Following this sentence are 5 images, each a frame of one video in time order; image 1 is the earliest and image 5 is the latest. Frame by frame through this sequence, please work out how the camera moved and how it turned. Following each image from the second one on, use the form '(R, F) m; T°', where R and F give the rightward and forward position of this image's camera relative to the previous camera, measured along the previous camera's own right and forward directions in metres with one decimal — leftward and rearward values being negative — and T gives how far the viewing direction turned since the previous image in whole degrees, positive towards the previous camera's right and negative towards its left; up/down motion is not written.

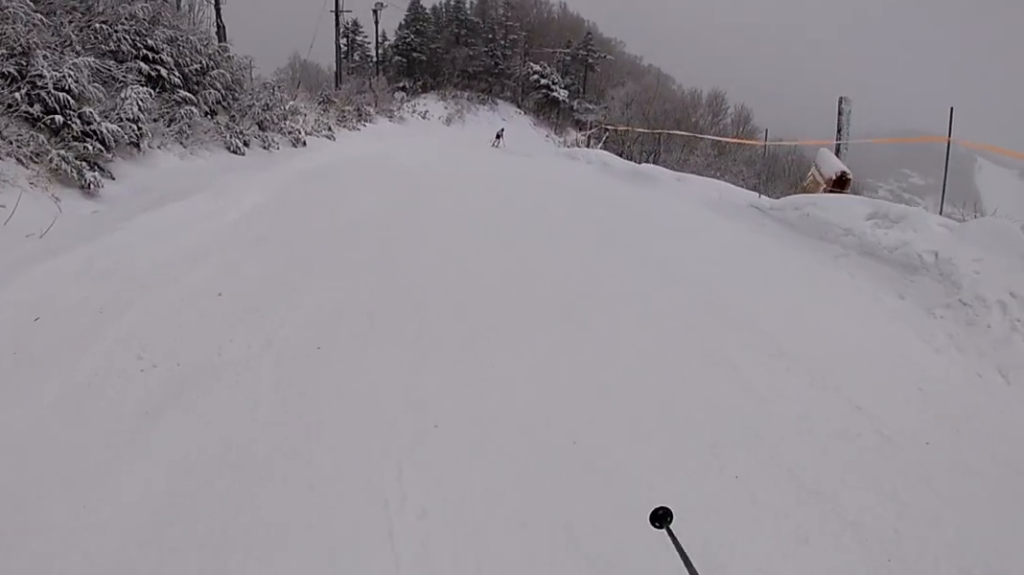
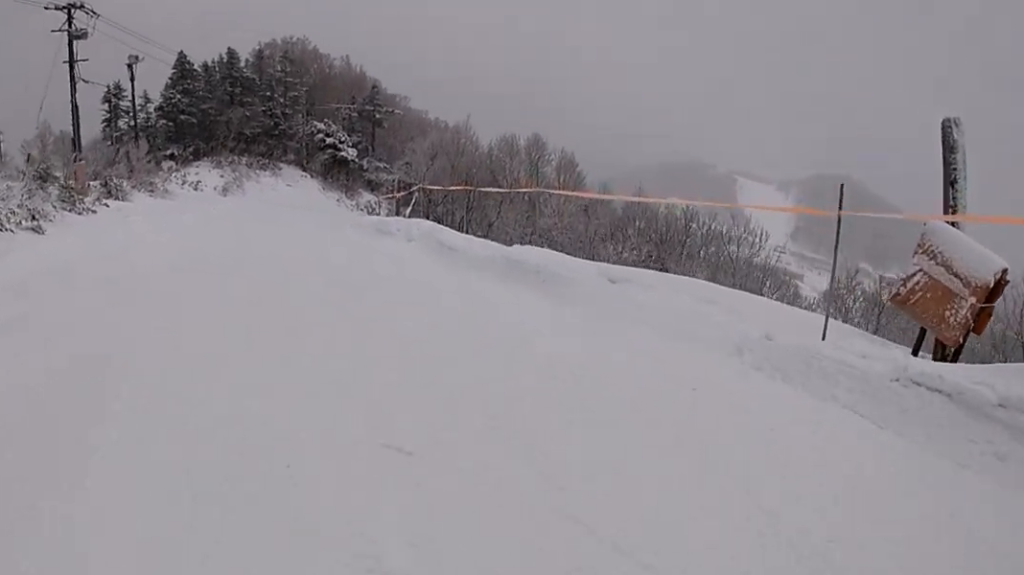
(+1.1, +7.6) m; +2°
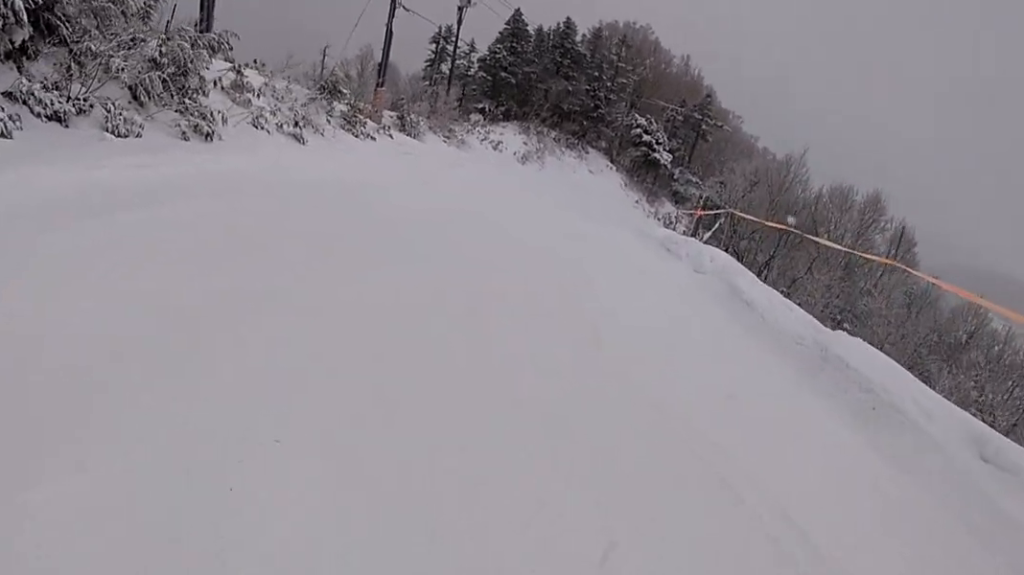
(-0.1, +2.4) m; -4°
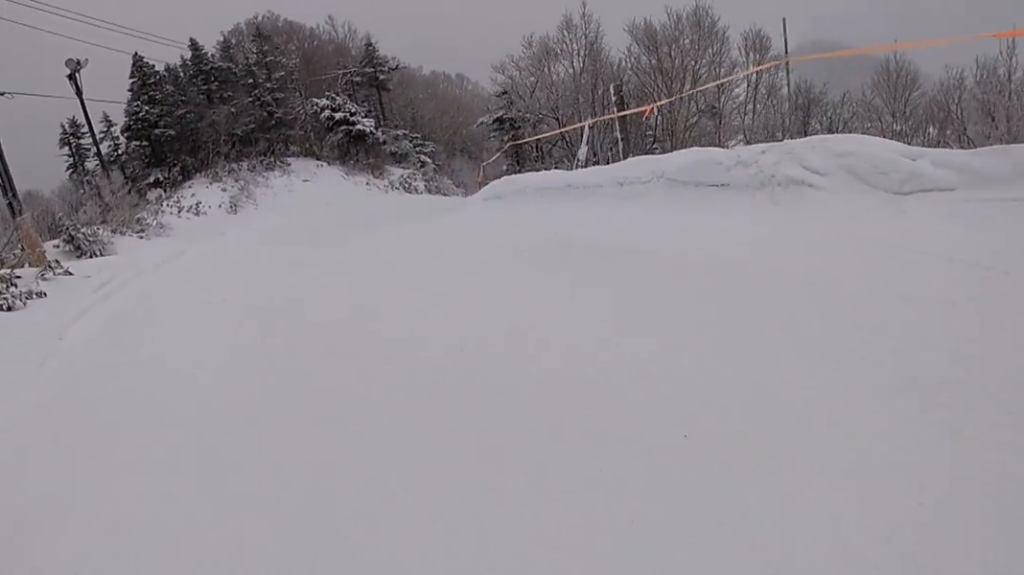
(+0.9, +8.6) m; +17°
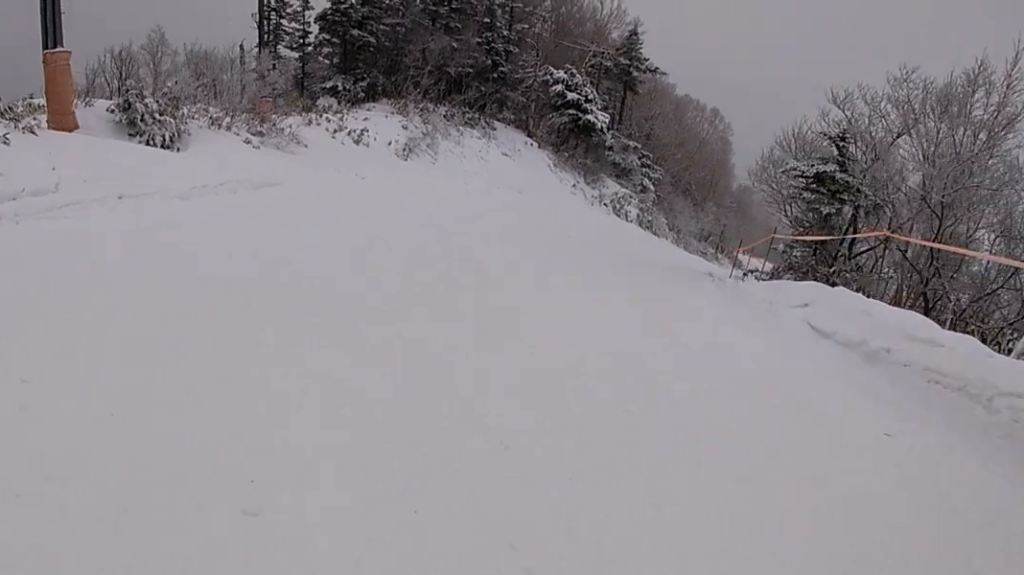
(-2.0, +7.4) m; -16°
